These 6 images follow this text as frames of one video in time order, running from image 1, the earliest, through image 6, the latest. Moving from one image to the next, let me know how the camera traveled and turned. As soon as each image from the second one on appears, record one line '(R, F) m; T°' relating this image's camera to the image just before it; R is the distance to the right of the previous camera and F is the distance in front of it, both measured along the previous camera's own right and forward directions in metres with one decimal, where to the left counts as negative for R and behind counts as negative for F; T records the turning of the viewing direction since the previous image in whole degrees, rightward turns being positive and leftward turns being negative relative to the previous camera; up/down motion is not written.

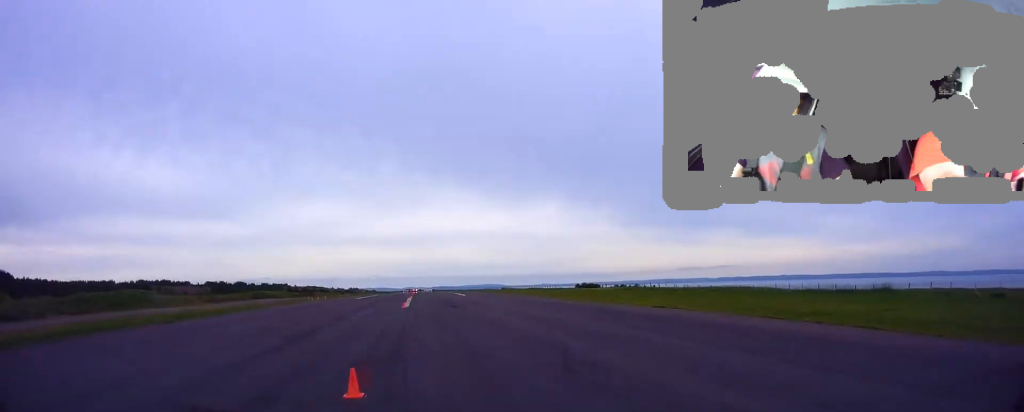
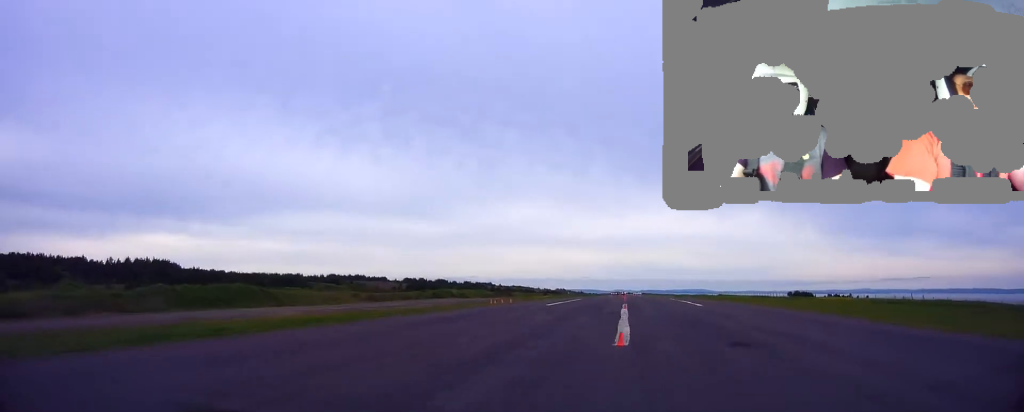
(+0.2, +18.4) m; -1°
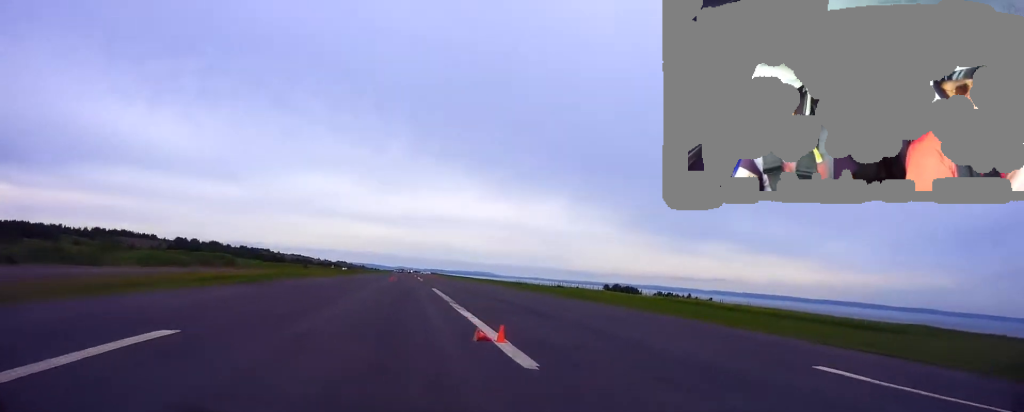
(-0.2, +62.6) m; +5°
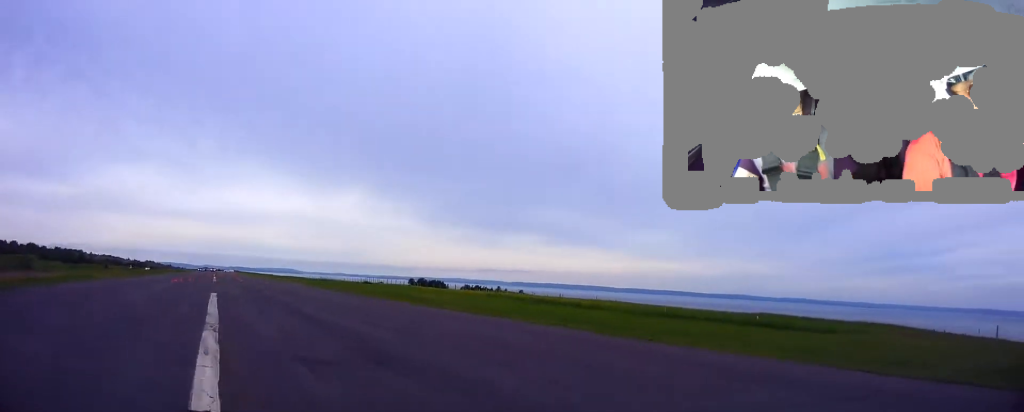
(+0.6, +10.9) m; +5°
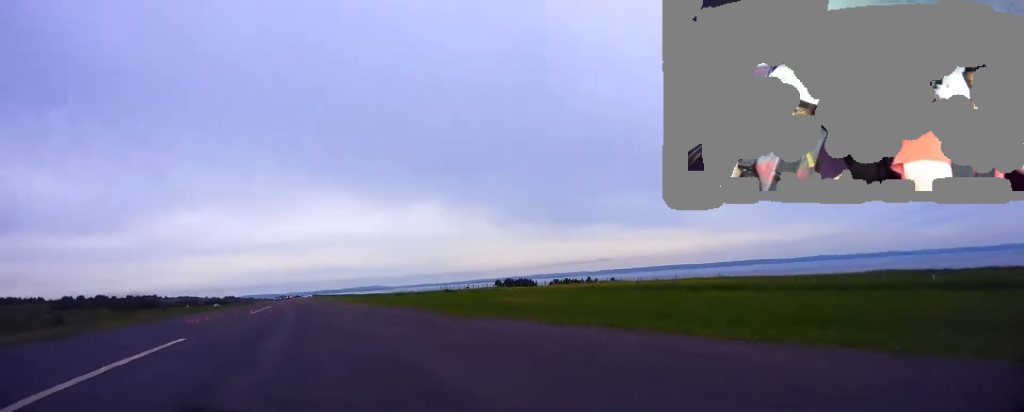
(+0.6, +11.2) m; -2°
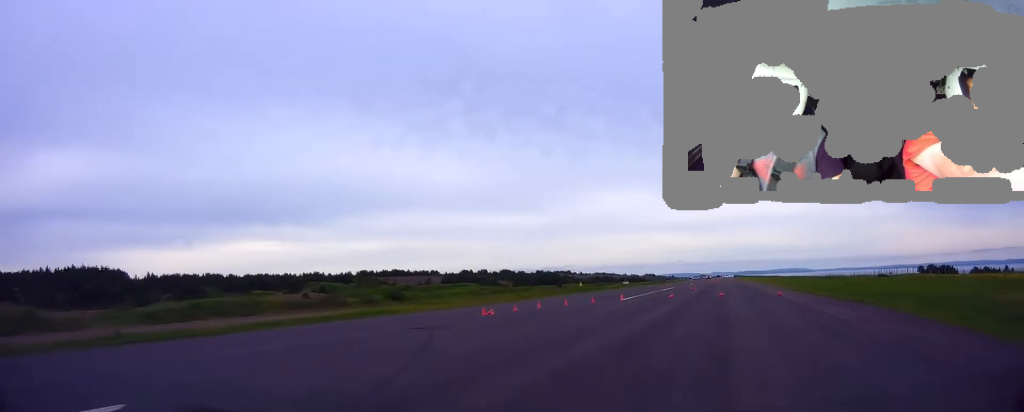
(-1.1, +16.0) m; -20°
